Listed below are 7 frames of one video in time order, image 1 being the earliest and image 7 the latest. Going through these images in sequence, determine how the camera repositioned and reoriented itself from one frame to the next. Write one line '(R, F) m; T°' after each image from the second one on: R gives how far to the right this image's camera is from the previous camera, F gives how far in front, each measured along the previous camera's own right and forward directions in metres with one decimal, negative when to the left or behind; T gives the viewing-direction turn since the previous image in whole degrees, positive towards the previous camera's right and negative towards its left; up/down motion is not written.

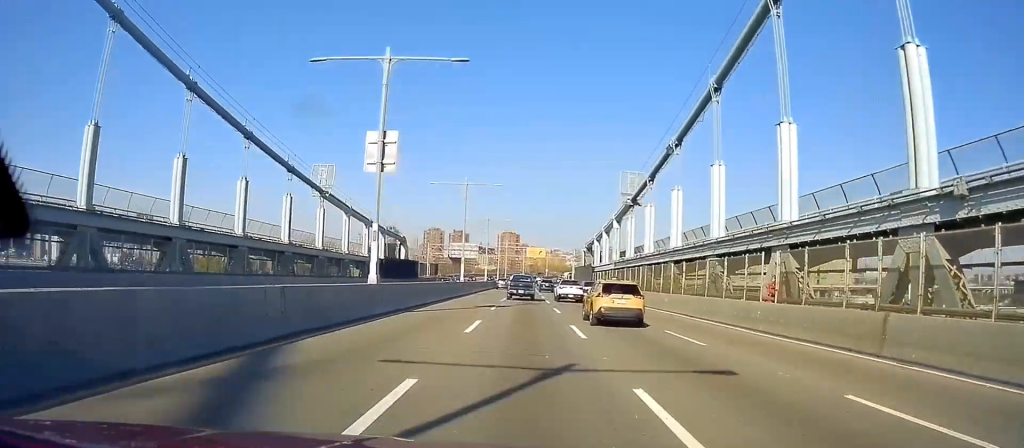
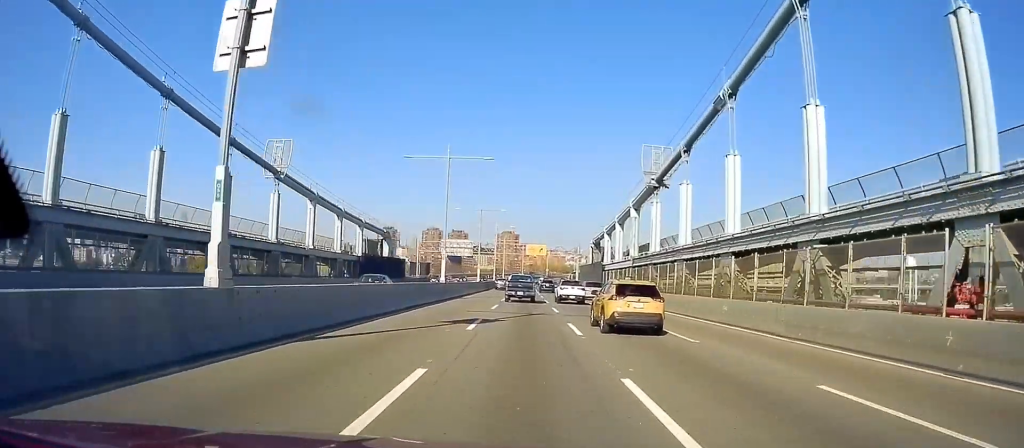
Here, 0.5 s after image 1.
(0.0, +11.7) m; 0°
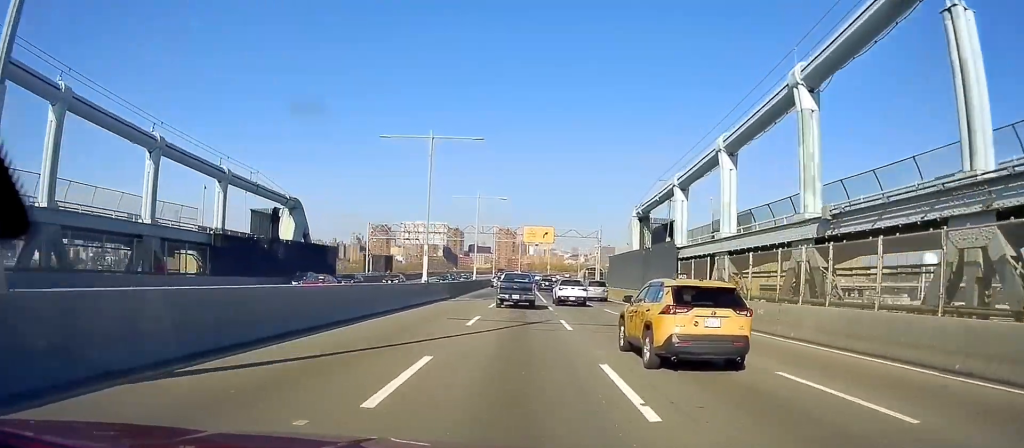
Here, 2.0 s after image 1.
(+0.2, +37.4) m; +1°
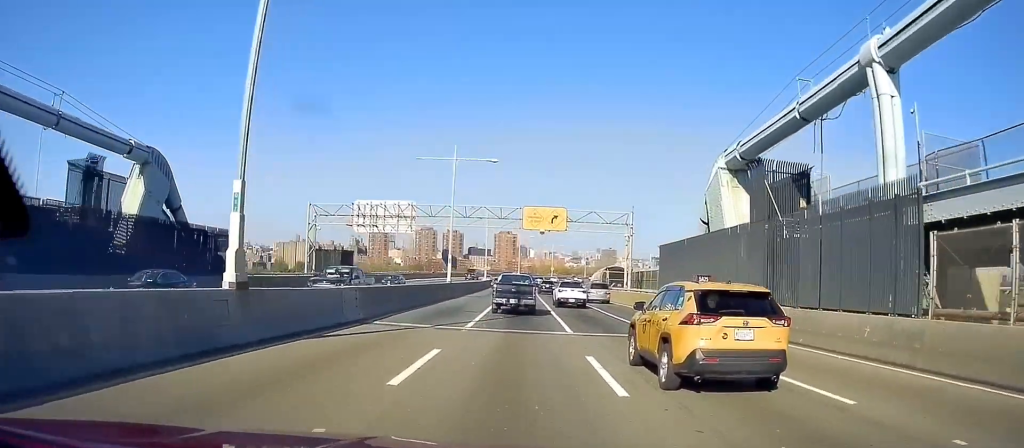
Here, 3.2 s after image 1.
(+0.2, +24.5) m; 0°
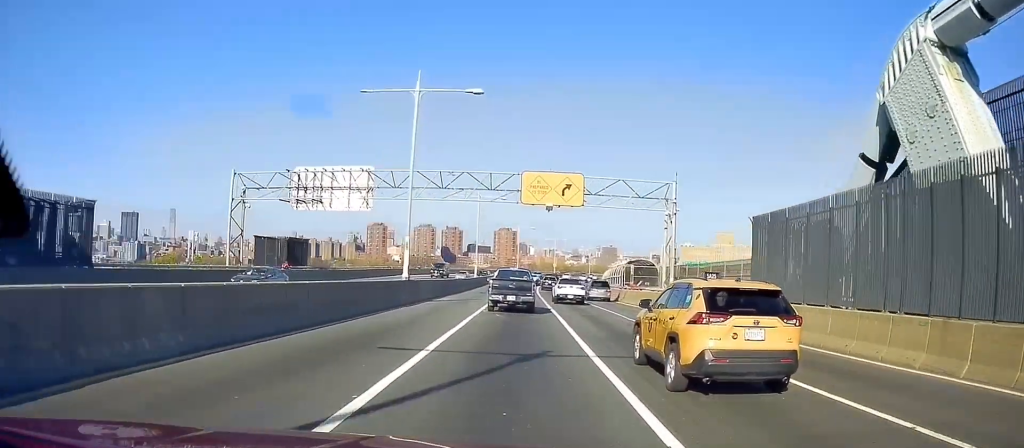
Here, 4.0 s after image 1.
(-0.2, +16.8) m; -1°
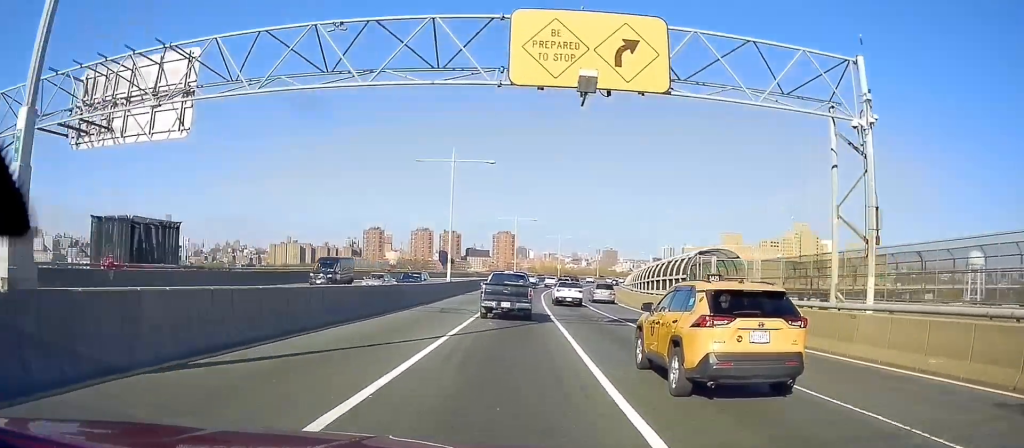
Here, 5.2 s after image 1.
(-0.3, +24.0) m; +1°
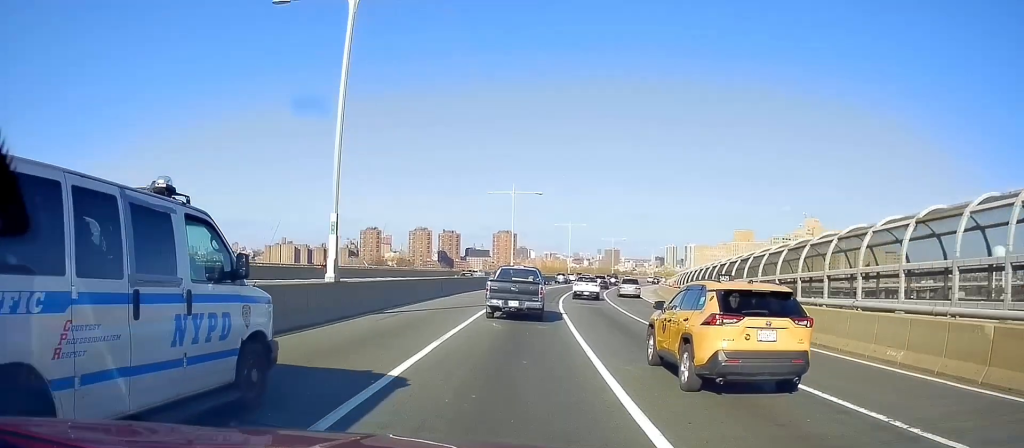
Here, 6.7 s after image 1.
(+0.3, +28.0) m; -1°
